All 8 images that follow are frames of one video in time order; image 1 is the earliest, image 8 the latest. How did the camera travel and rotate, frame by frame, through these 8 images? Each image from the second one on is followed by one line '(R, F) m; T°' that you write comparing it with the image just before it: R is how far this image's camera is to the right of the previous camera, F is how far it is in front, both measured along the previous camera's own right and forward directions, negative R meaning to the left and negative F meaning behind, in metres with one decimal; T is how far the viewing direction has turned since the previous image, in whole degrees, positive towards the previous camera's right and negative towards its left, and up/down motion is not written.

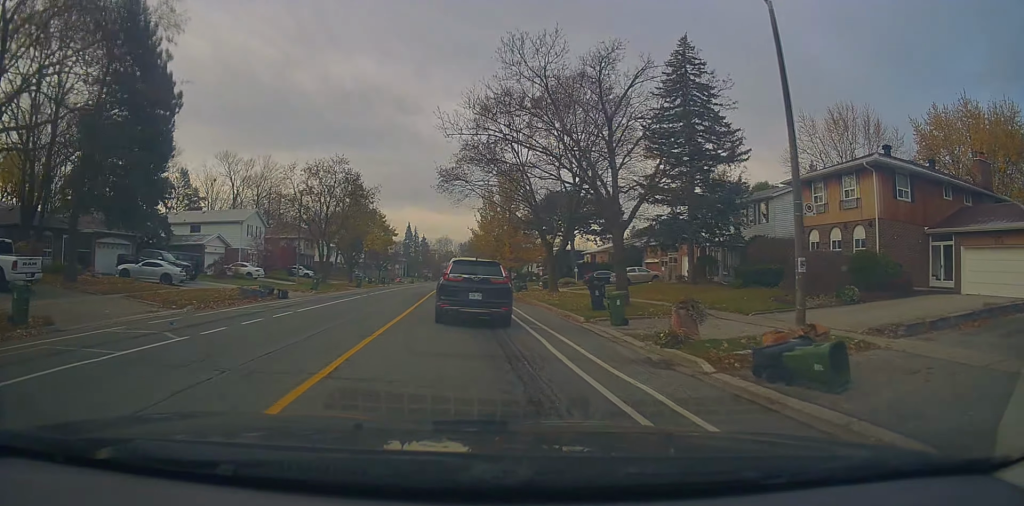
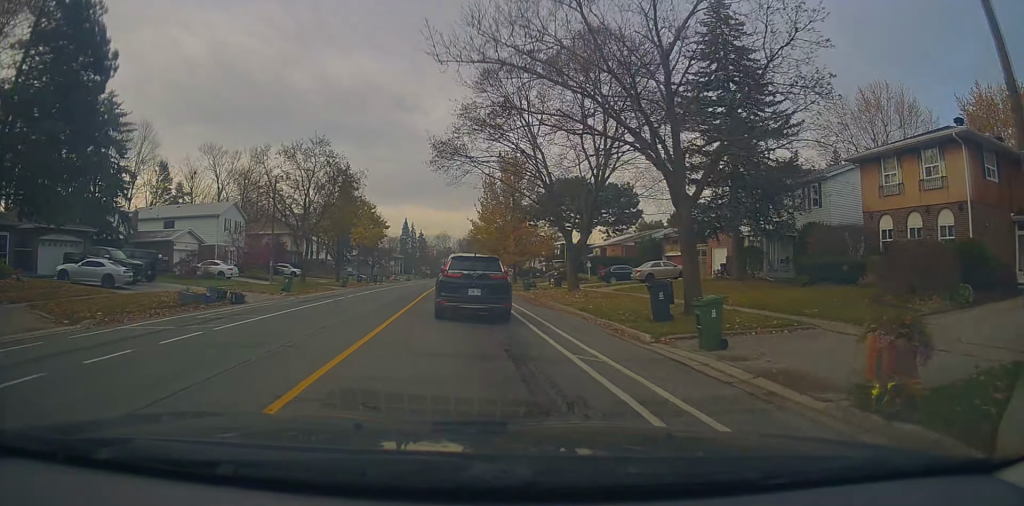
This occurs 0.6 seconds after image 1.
(0.0, +6.2) m; +1°
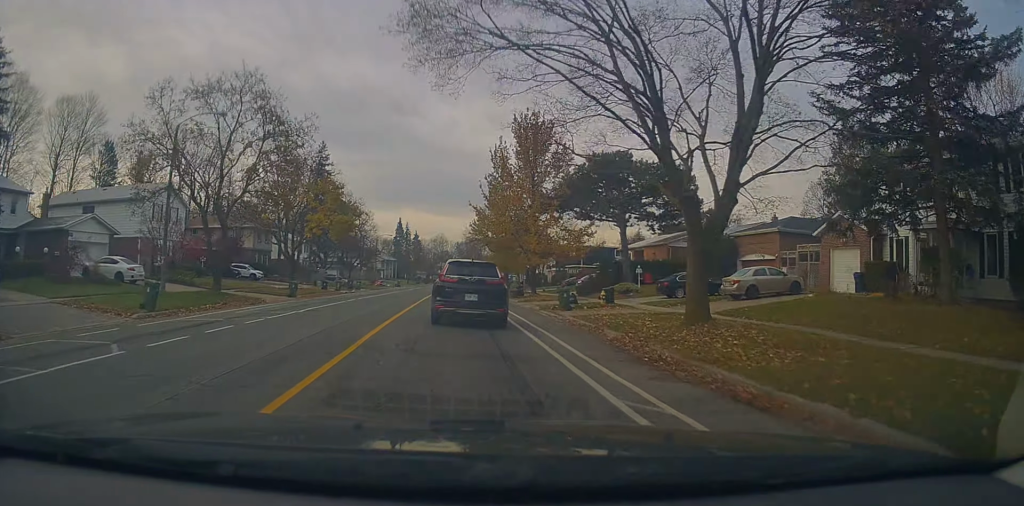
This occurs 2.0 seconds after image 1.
(+0.1, +14.9) m; -2°
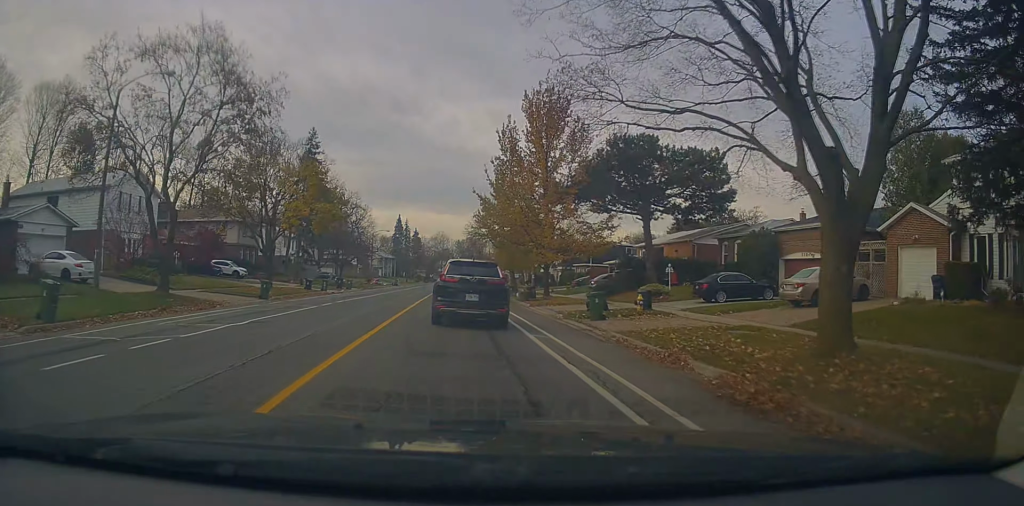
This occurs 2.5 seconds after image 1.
(-0.3, +5.2) m; 0°
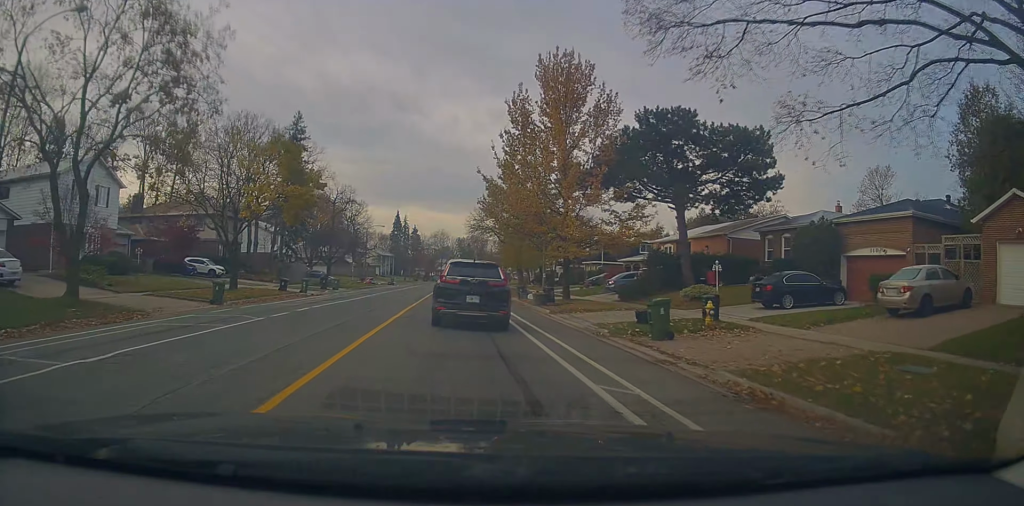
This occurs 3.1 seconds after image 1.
(0.0, +6.2) m; 0°
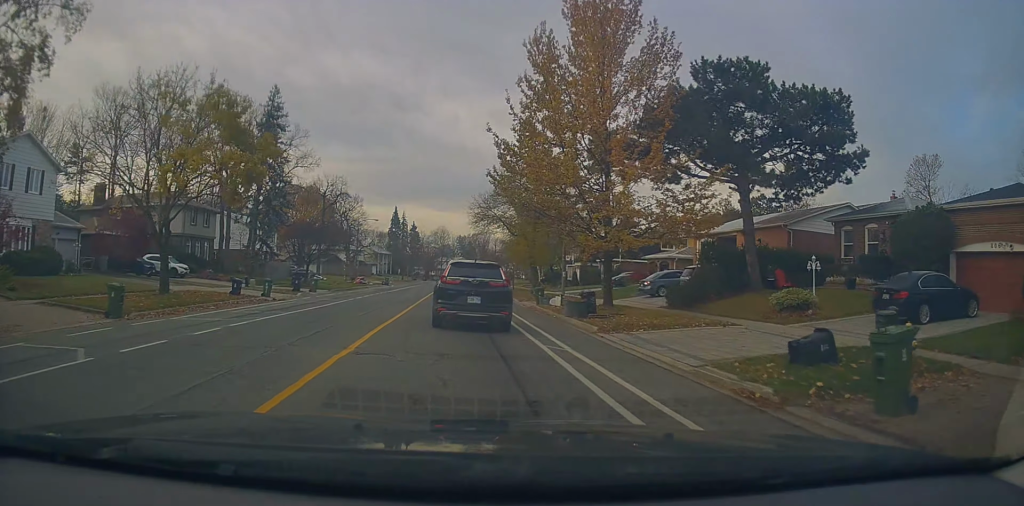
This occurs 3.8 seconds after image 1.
(+0.4, +7.4) m; +1°
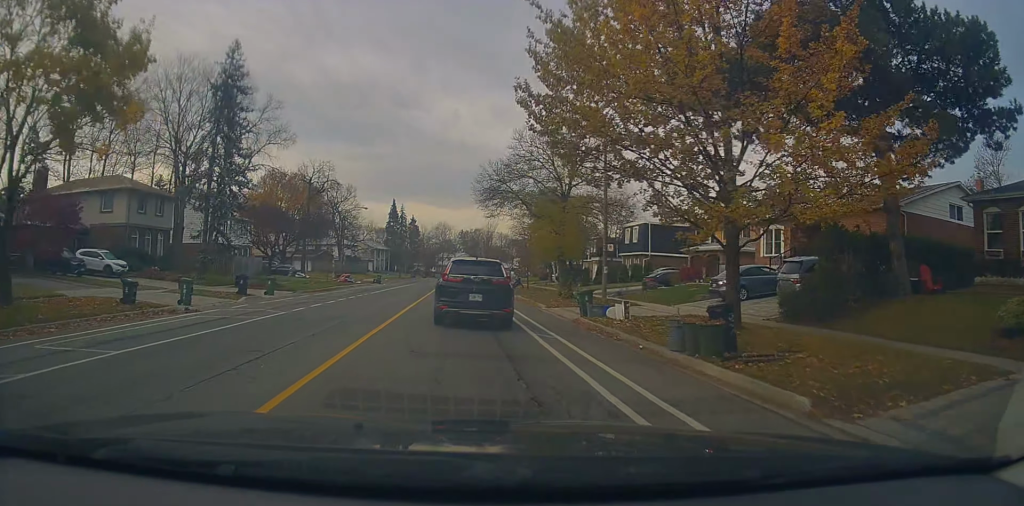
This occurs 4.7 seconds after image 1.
(-0.2, +9.9) m; -4°
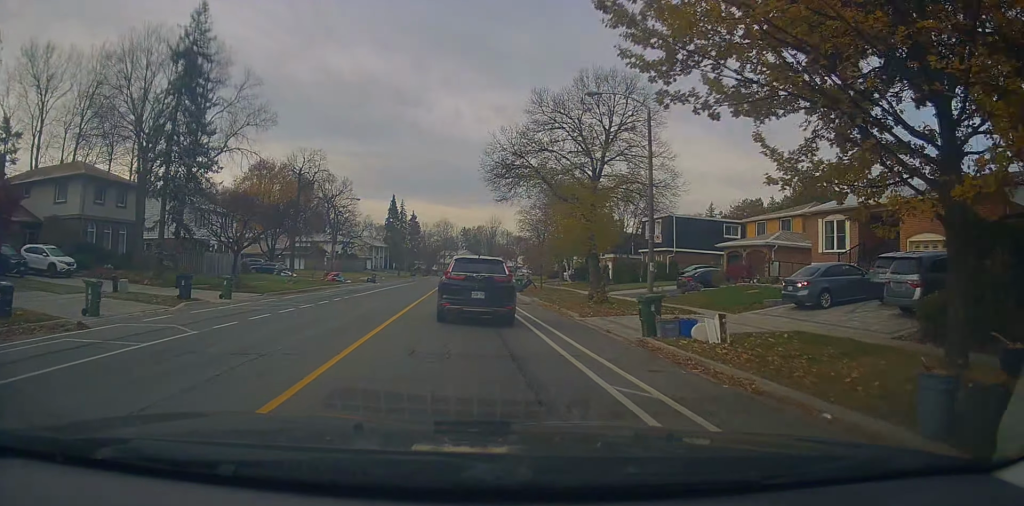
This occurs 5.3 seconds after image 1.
(-0.2, +5.9) m; 0°
